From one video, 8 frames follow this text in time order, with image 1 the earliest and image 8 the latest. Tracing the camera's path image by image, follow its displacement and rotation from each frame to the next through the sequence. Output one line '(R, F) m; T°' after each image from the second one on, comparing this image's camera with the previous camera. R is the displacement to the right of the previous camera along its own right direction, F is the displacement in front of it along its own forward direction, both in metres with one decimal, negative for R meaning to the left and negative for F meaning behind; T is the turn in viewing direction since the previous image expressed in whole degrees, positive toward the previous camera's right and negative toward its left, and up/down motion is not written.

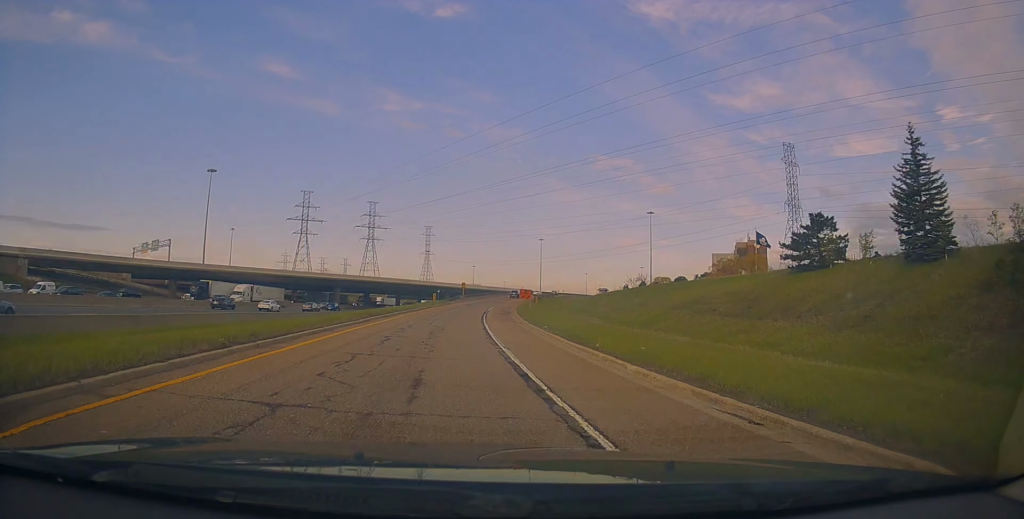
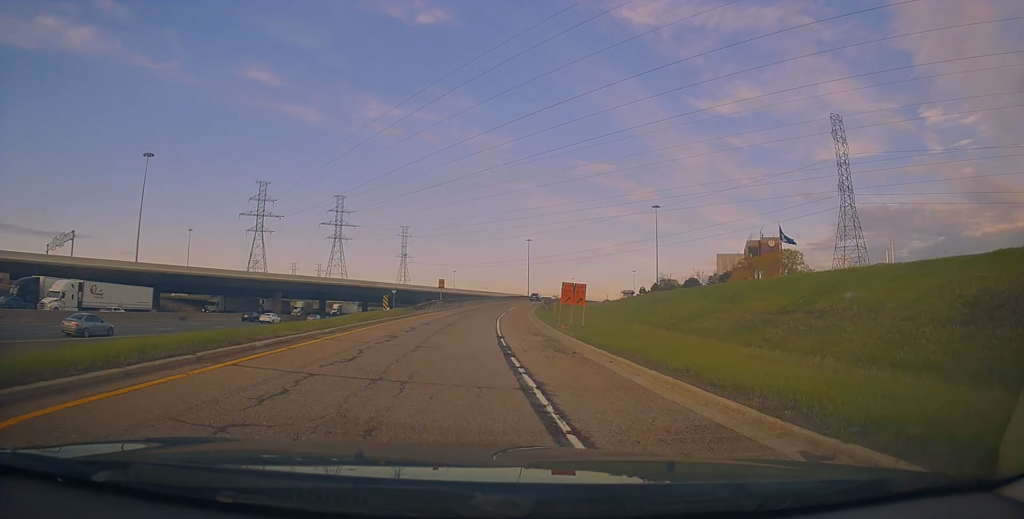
(+0.3, +33.2) m; +3°
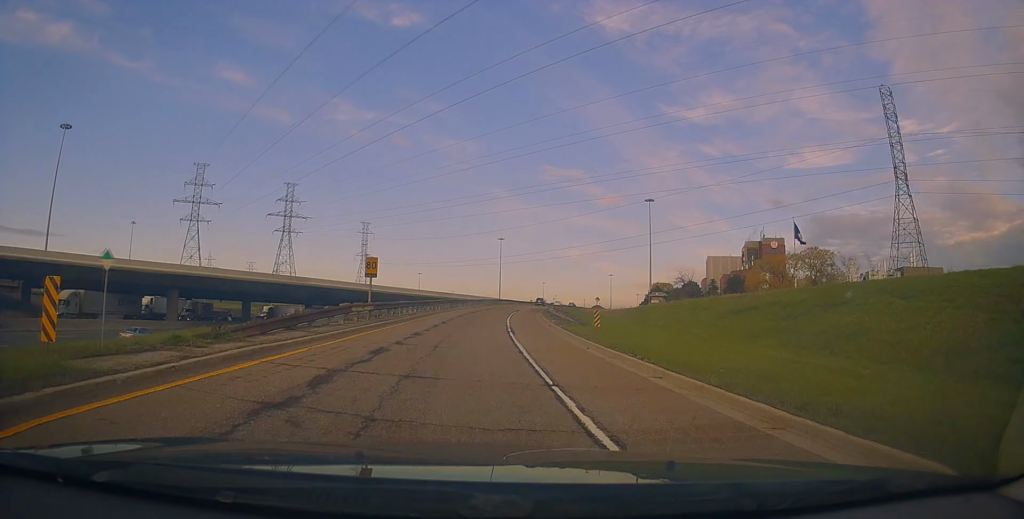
(+1.1, +30.3) m; +3°
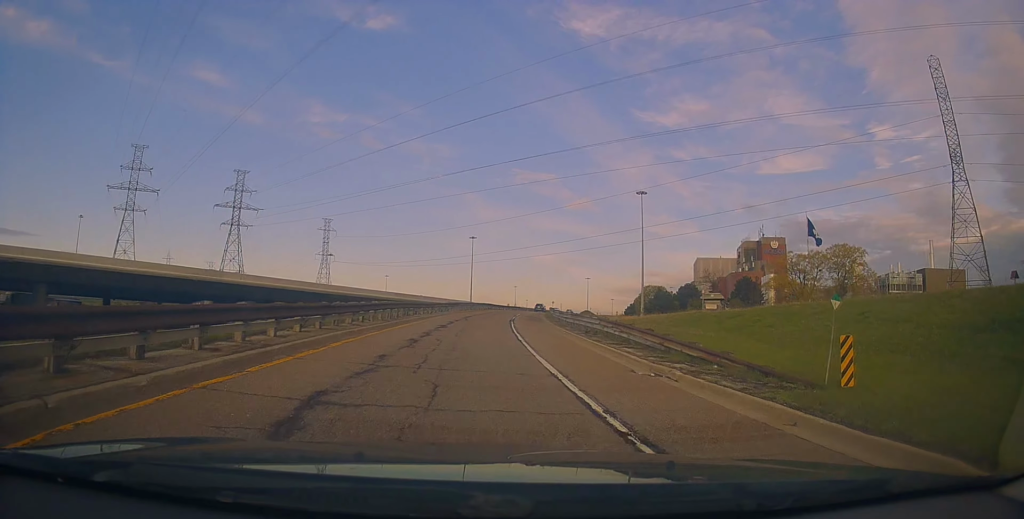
(+0.2, +23.3) m; +2°
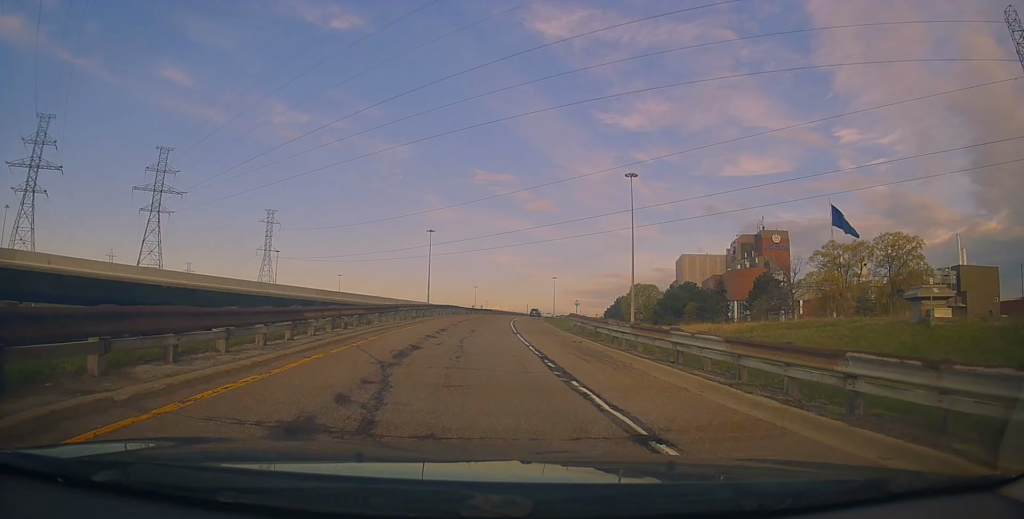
(+1.2, +29.4) m; +4°
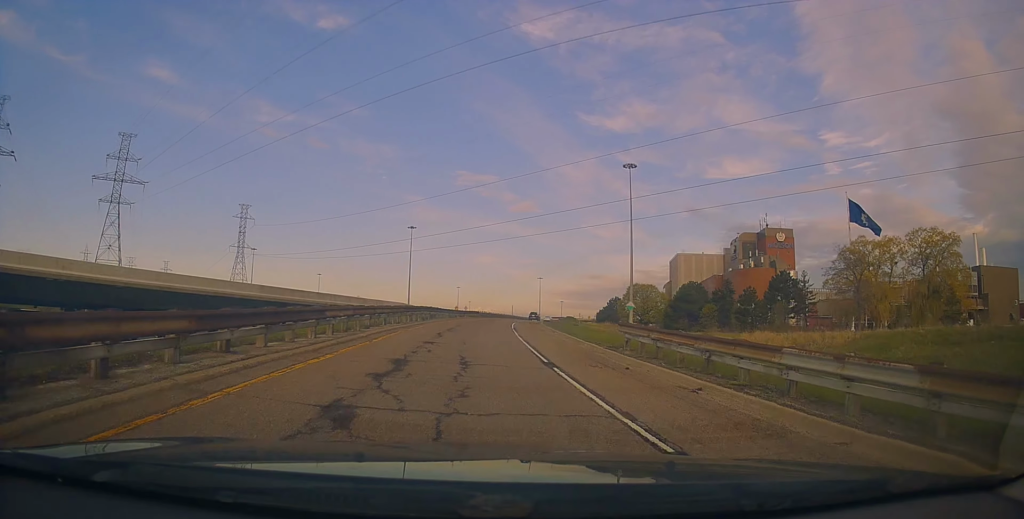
(+0.2, +13.3) m; +2°
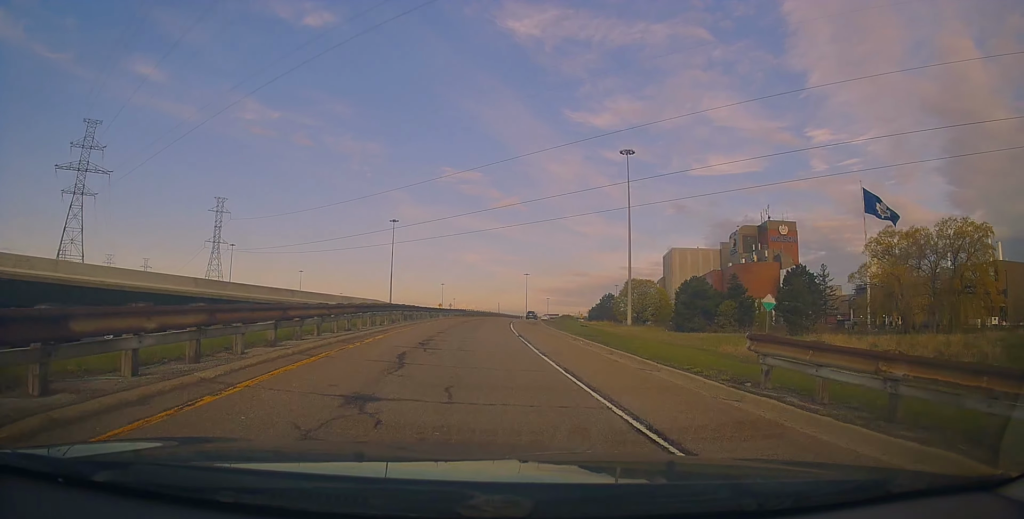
(-0.2, +10.6) m; +2°
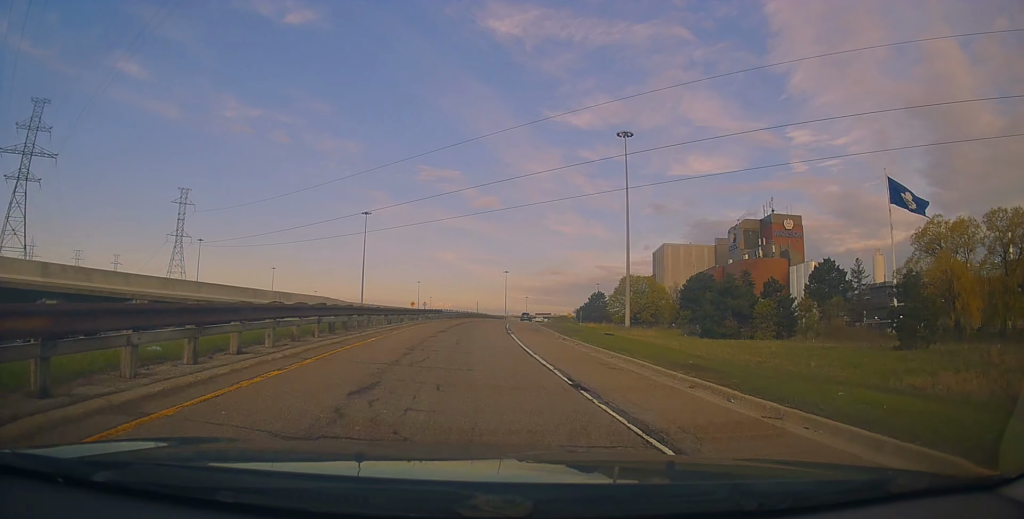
(+0.7, +14.6) m; +2°
